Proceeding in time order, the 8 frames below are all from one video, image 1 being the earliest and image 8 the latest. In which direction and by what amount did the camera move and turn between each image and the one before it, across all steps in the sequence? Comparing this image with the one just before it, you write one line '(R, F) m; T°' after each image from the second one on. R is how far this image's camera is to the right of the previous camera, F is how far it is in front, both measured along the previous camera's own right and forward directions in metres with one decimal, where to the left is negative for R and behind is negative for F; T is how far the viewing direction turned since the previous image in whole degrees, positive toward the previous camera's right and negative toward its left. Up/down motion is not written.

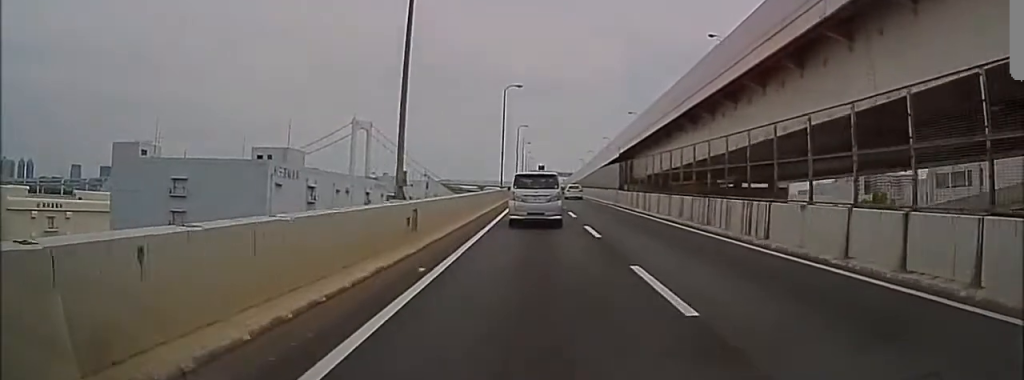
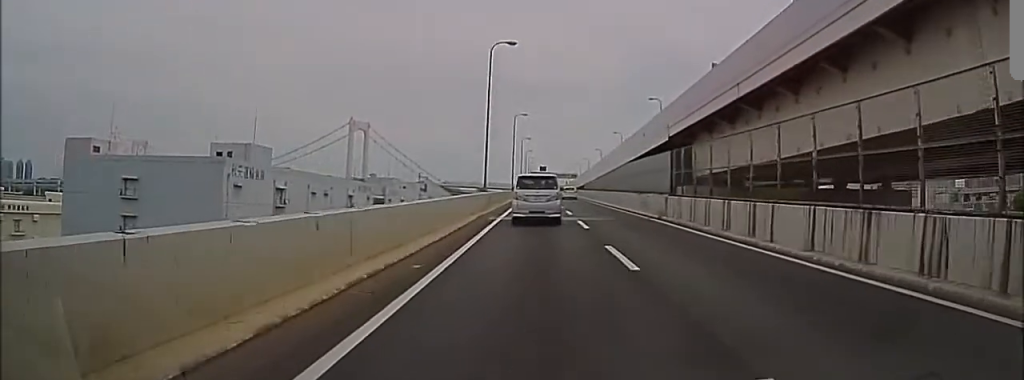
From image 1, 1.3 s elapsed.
(0.0, +17.2) m; 0°
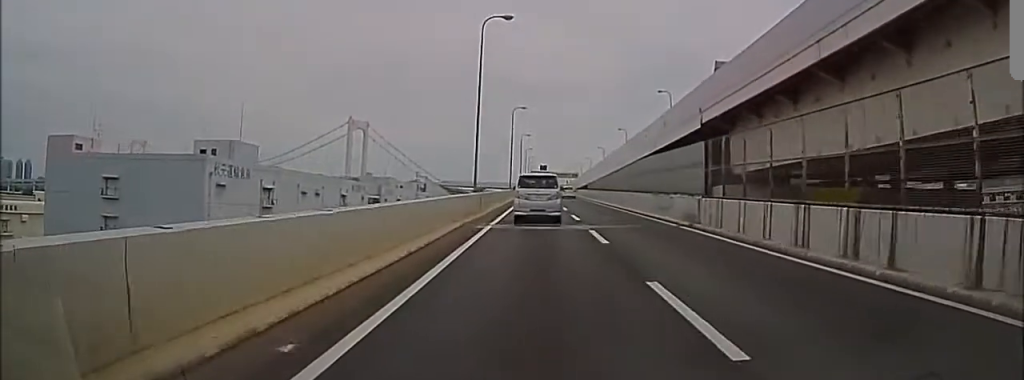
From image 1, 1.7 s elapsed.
(0.0, +5.7) m; 0°
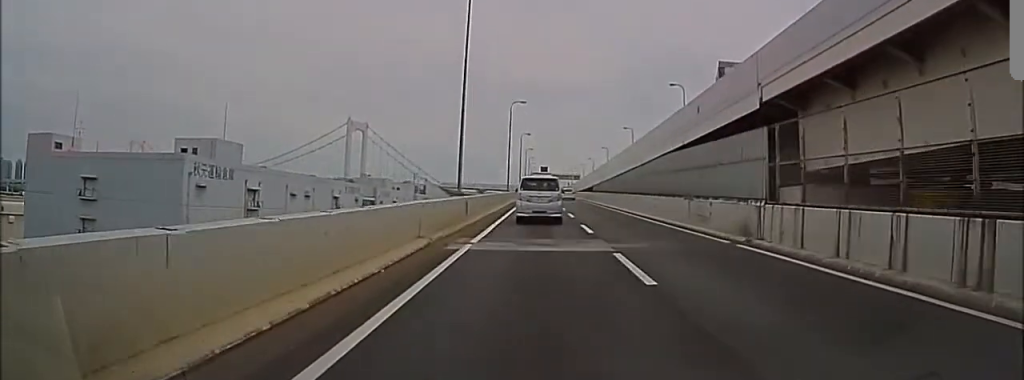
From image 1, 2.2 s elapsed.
(0.0, +5.9) m; 0°
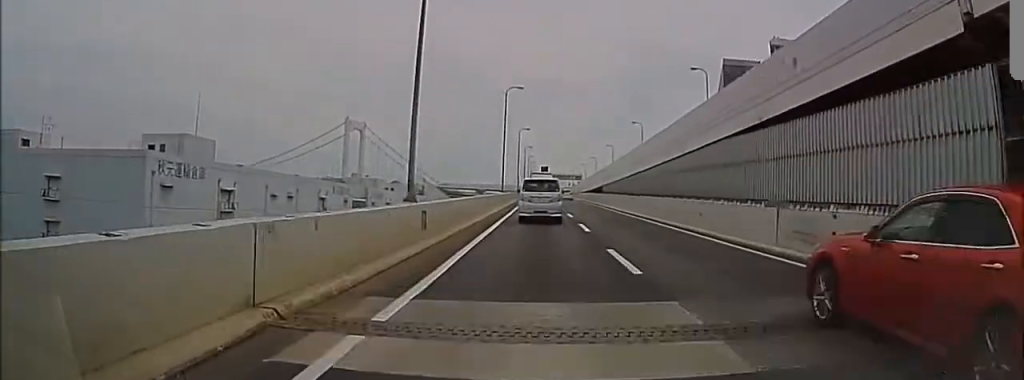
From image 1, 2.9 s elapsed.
(0.0, +8.4) m; 0°
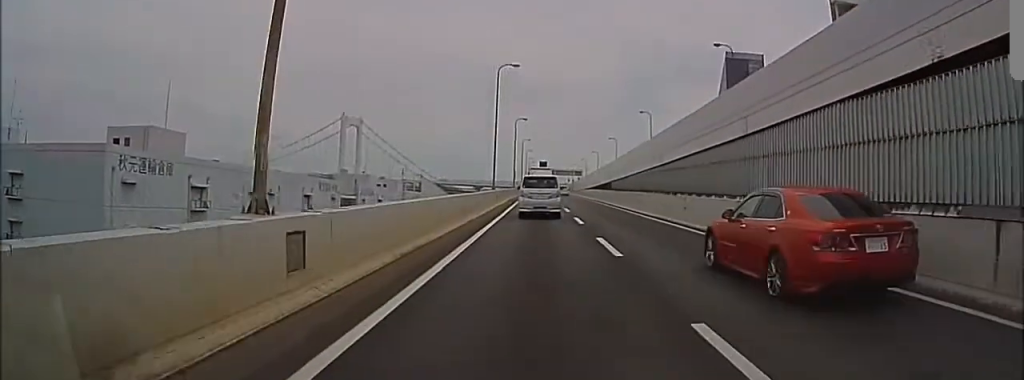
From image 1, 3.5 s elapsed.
(0.0, +7.7) m; 0°
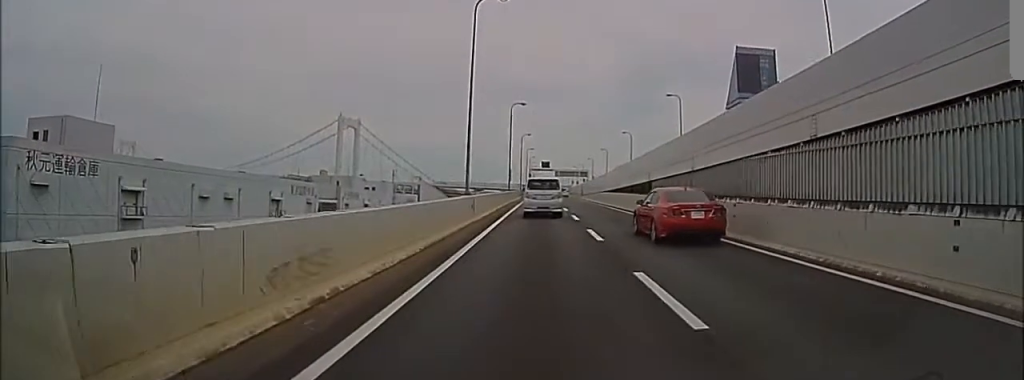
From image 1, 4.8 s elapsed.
(0.0, +16.0) m; 0°
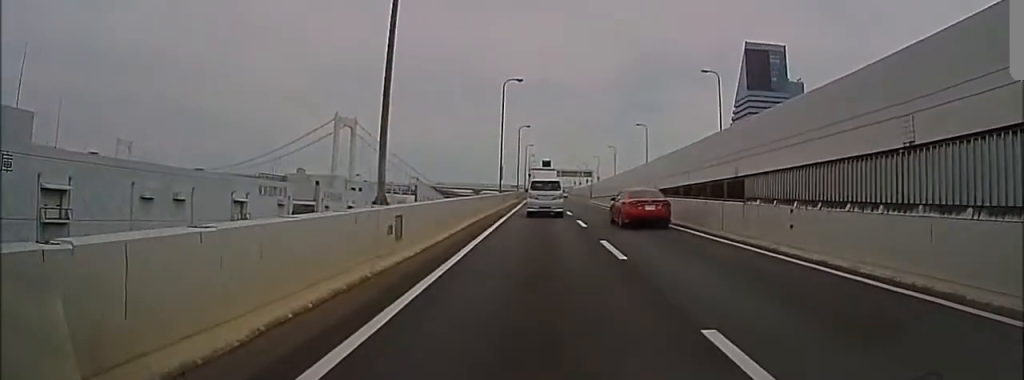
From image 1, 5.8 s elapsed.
(0.0, +14.2) m; 0°
